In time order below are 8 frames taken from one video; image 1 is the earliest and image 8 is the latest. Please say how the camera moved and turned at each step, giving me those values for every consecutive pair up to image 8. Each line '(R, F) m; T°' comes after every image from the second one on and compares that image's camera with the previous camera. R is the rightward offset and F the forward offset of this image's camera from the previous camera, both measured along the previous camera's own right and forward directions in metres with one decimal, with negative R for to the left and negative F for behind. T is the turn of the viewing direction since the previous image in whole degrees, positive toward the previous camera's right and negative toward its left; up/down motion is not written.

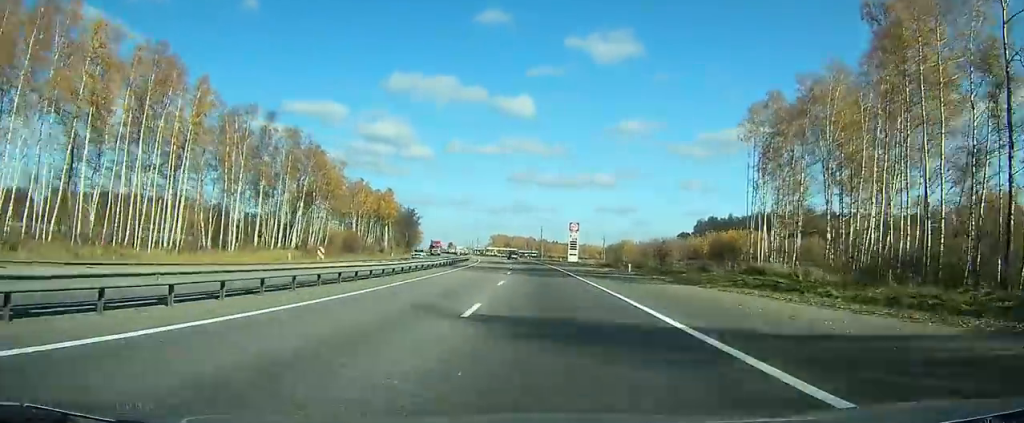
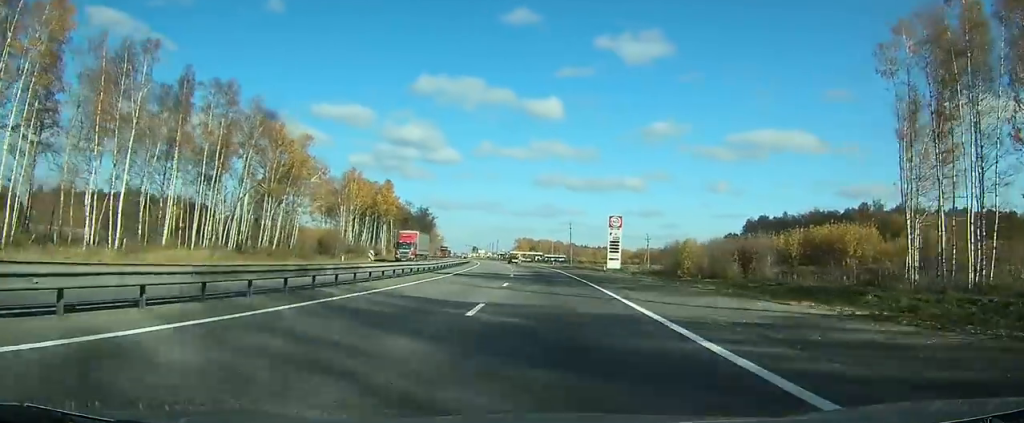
(-0.4, +34.4) m; -2°
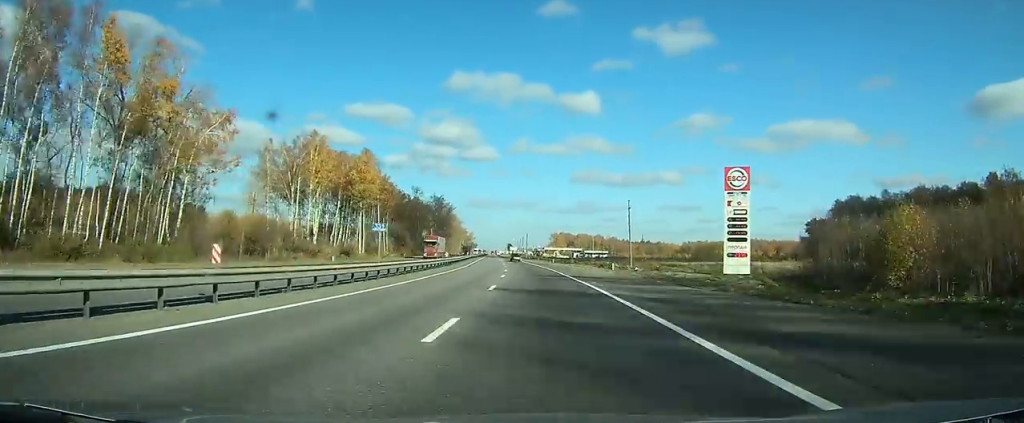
(-1.7, +48.1) m; -4°
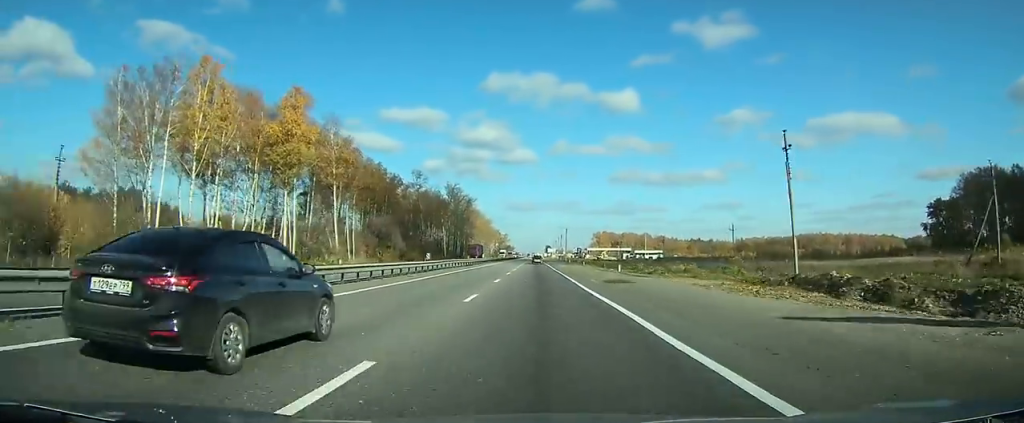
(-1.6, +51.6) m; -3°
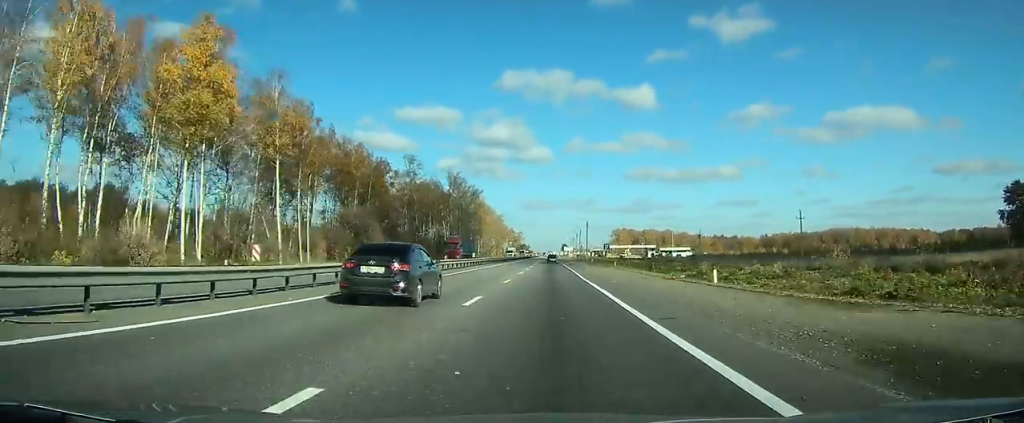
(-0.1, +26.7) m; -1°
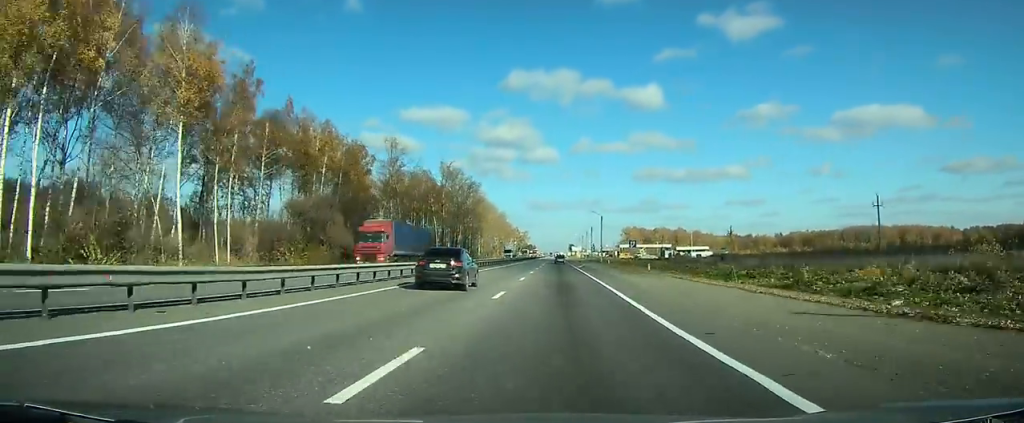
(-0.3, +22.3) m; 0°
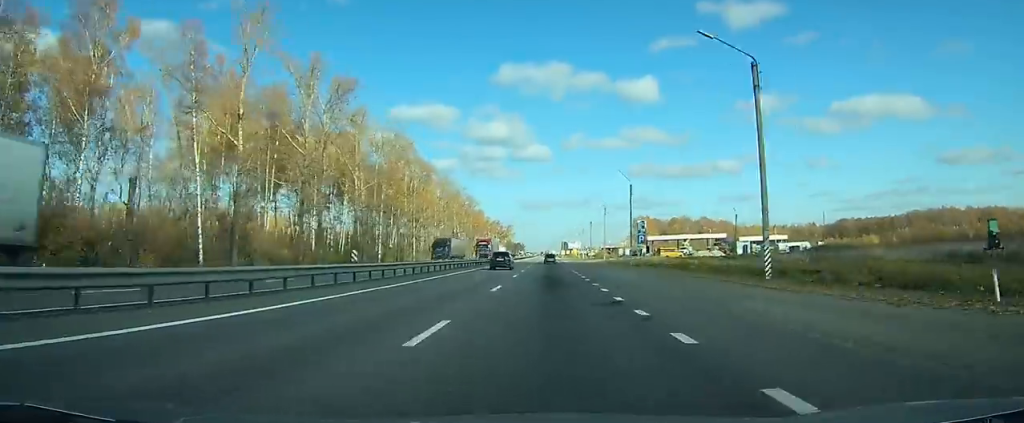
(-0.8, +93.0) m; -1°
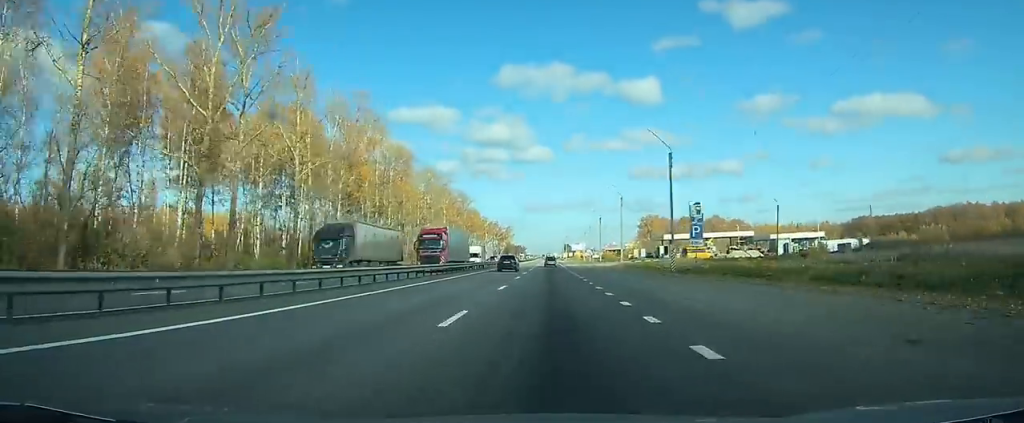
(0.0, +20.1) m; 0°
